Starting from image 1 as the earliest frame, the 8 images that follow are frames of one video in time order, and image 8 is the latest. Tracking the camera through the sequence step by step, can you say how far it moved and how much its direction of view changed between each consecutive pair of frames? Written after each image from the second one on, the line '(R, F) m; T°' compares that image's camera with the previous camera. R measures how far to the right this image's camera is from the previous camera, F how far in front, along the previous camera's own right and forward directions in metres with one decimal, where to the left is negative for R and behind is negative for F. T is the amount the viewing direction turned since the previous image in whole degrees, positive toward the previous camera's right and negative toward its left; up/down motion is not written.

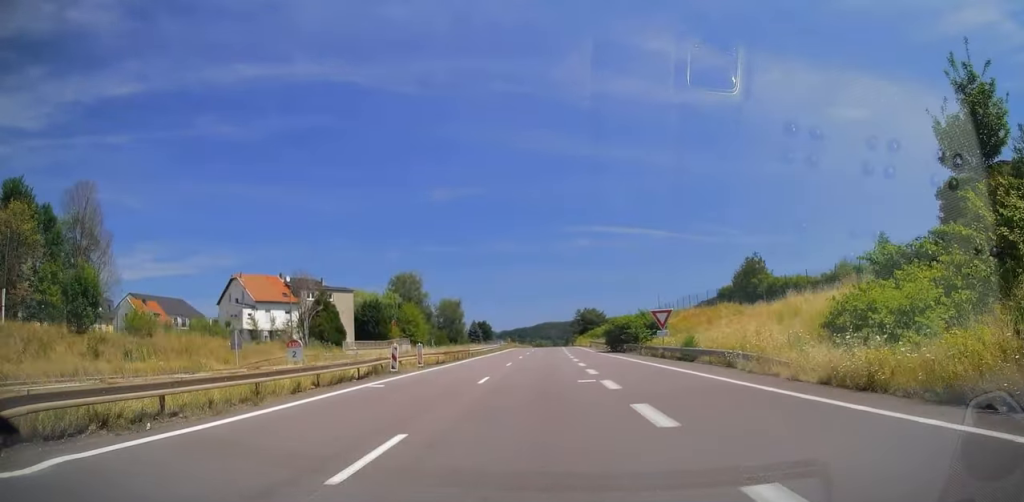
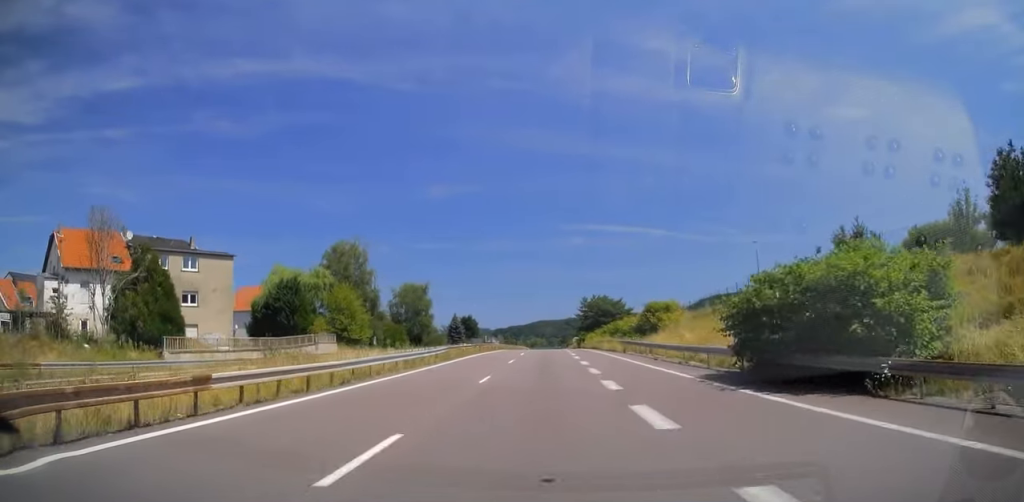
(-0.2, +38.7) m; 0°
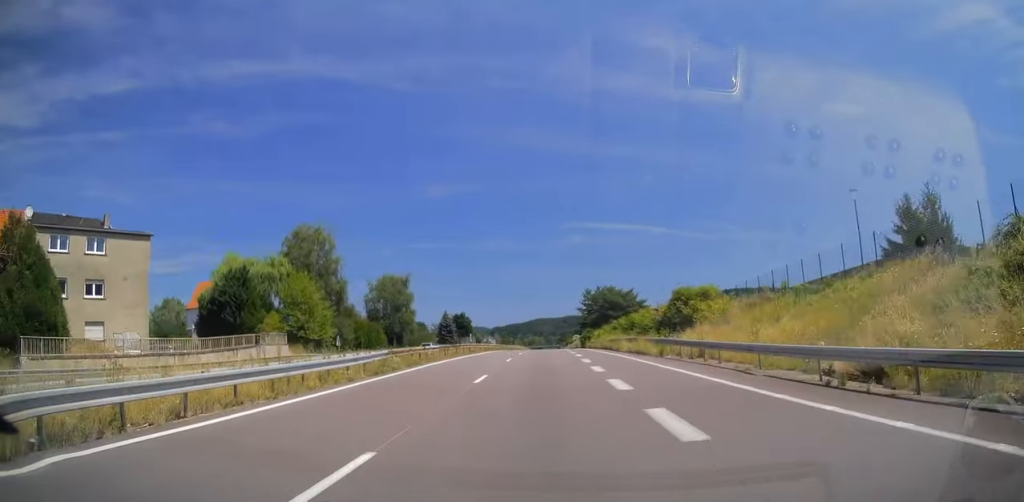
(+0.2, +14.4) m; +1°
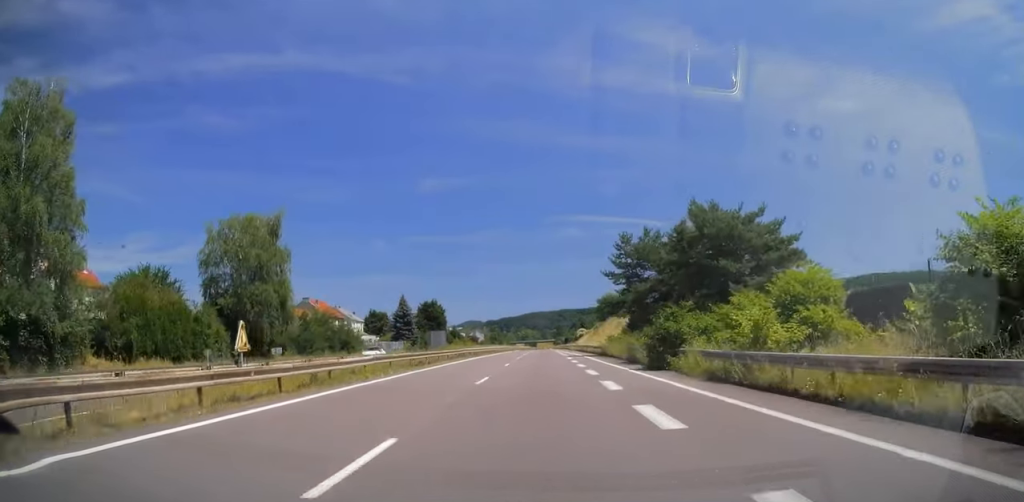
(+0.7, +50.5) m; +1°
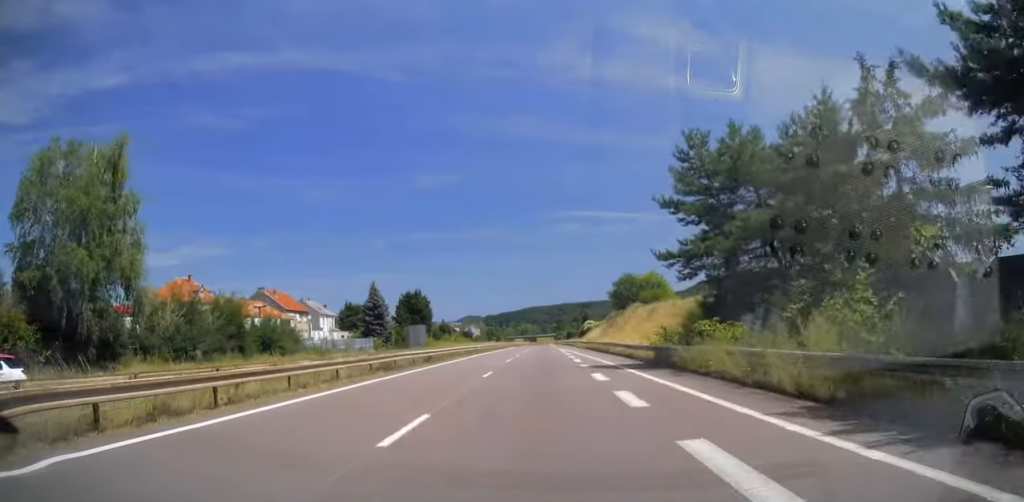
(-0.2, +23.3) m; 0°
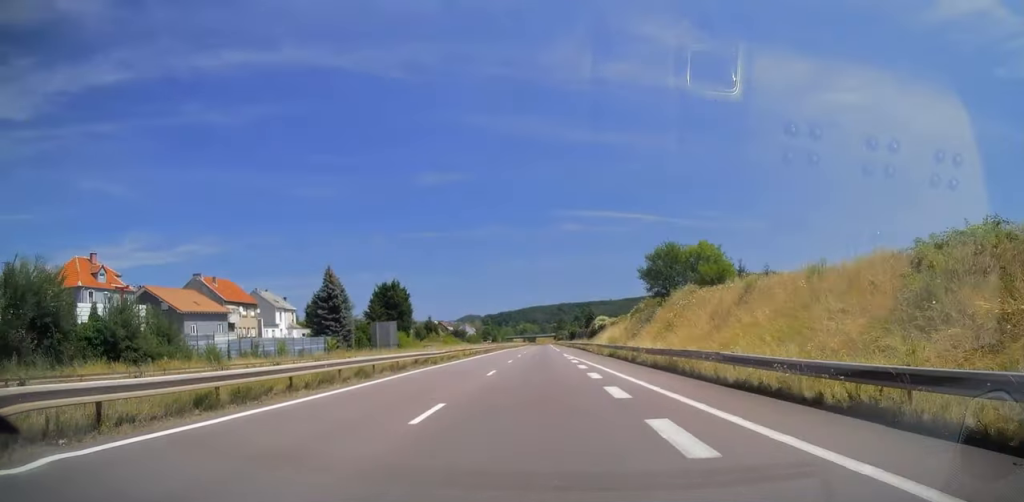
(0.0, +23.8) m; +1°
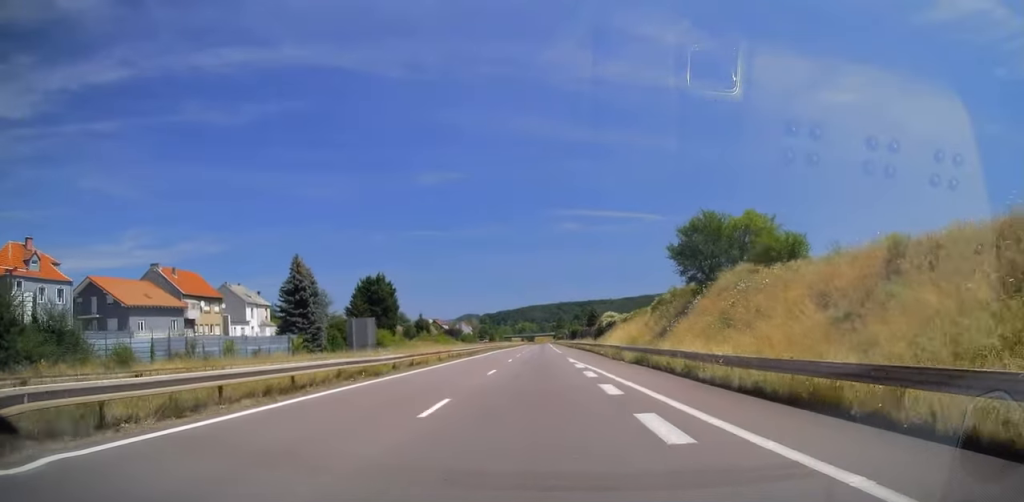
(+0.1, +11.9) m; 0°
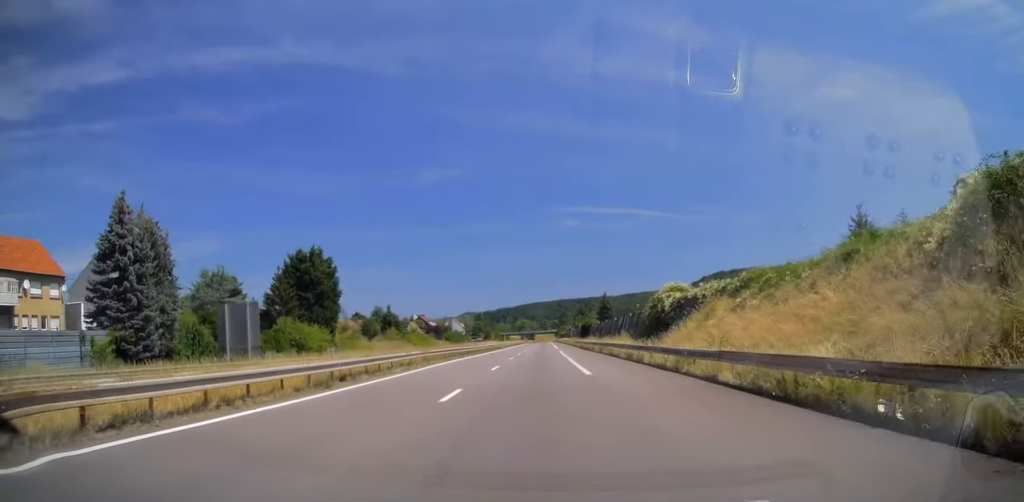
(+0.1, +36.2) m; 0°
